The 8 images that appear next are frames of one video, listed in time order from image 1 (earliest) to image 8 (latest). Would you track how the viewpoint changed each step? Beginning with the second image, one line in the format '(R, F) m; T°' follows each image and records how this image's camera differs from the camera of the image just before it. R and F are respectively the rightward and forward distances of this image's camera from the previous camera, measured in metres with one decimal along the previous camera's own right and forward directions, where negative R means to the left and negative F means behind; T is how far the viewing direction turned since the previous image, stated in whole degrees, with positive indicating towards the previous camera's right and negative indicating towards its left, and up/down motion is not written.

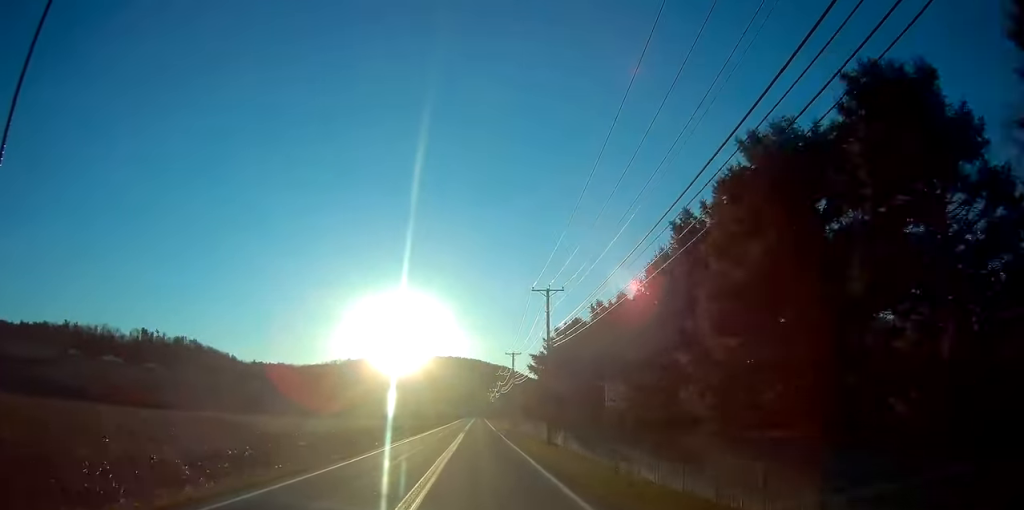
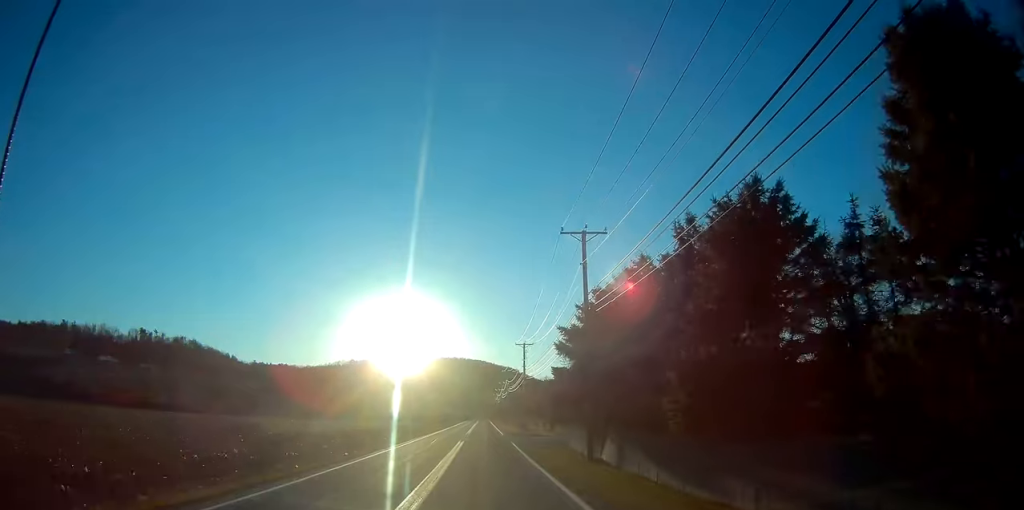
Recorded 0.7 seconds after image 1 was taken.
(+0.3, +14.3) m; 0°
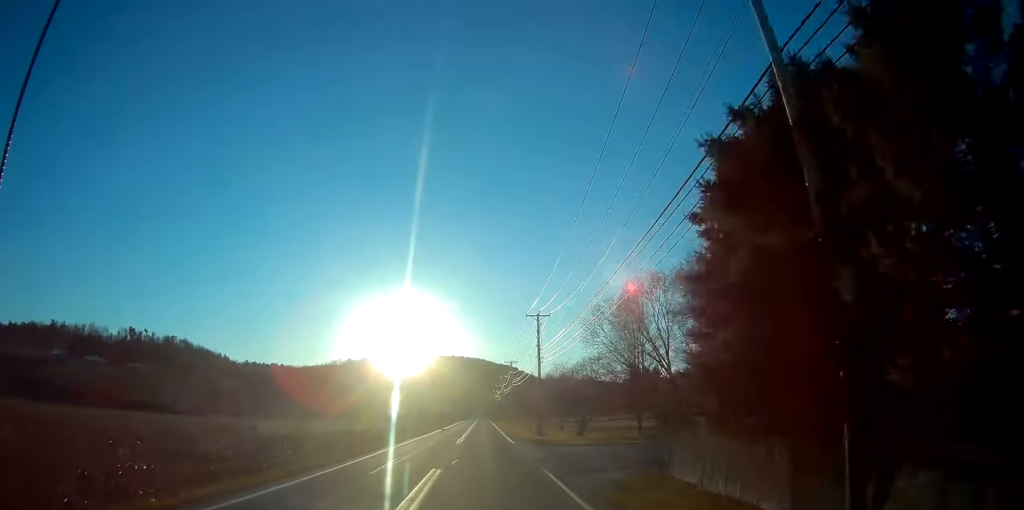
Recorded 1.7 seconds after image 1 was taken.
(-0.1, +21.1) m; 0°
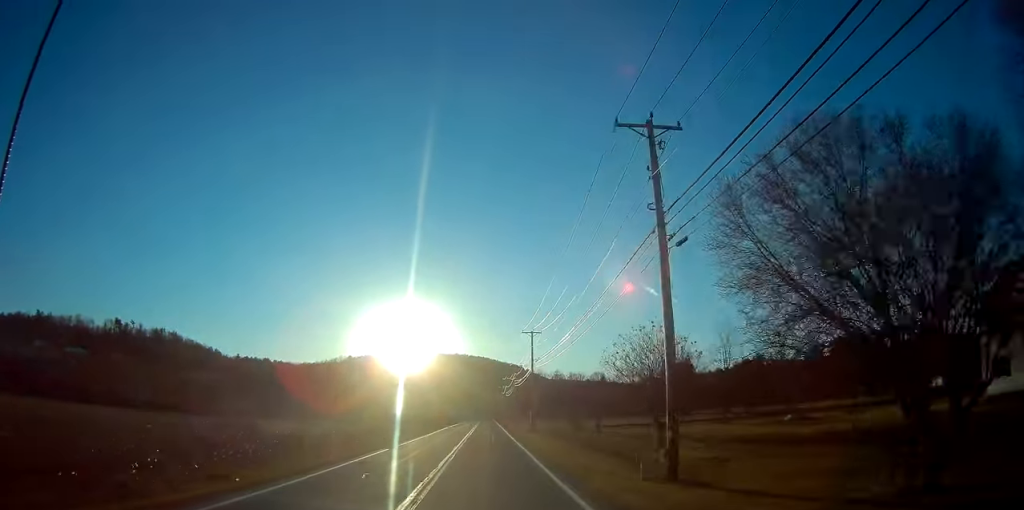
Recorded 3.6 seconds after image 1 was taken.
(0.0, +38.7) m; -1°
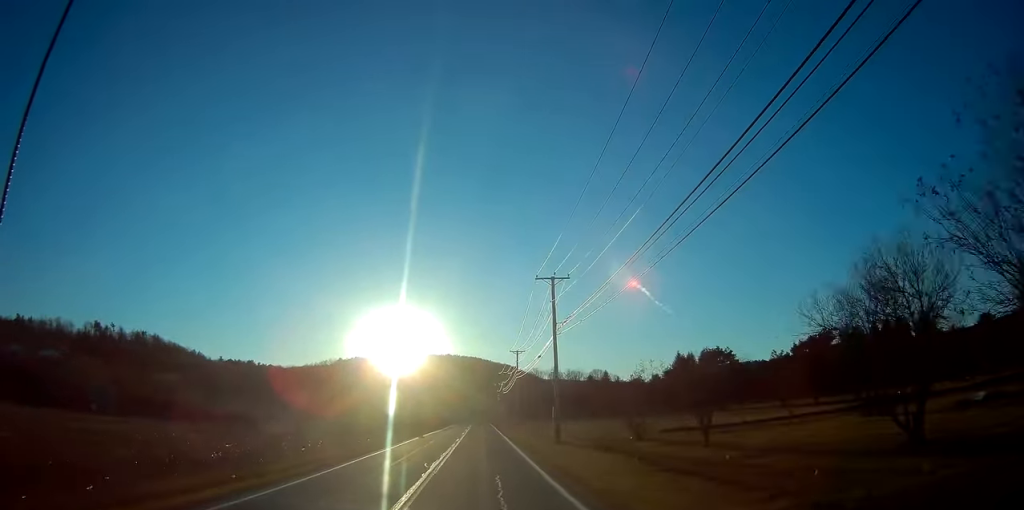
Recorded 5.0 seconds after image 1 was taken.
(-0.3, +27.6) m; +1°
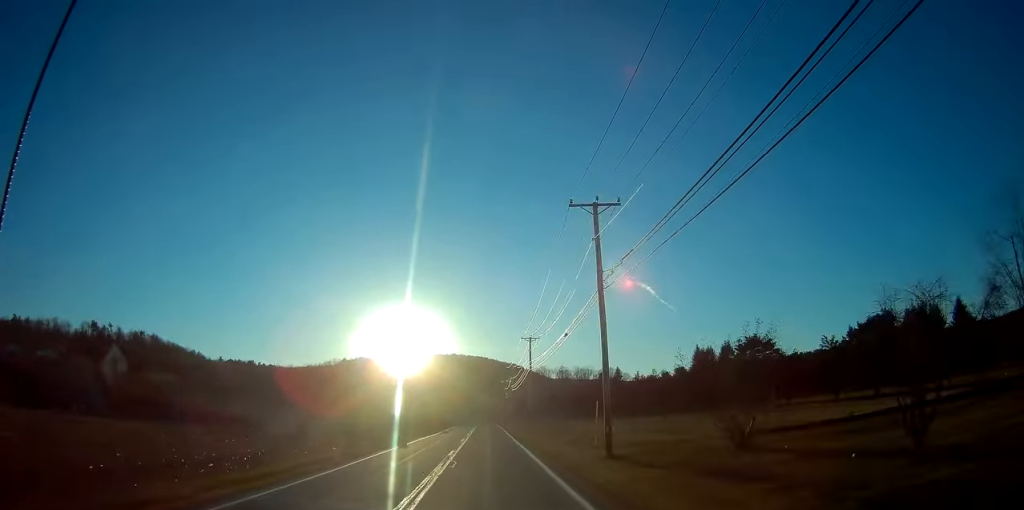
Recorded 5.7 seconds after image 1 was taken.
(+0.3, +14.6) m; +1°
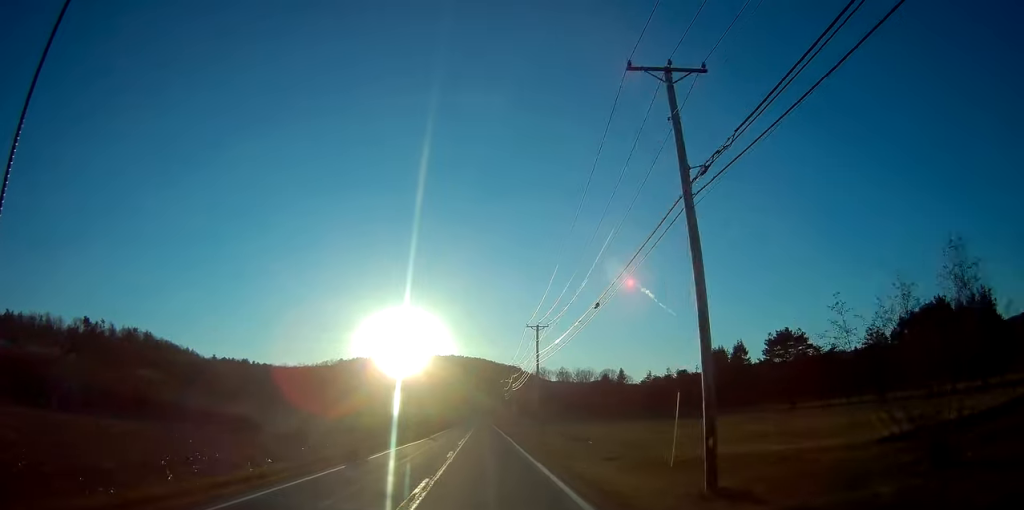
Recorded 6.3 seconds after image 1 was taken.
(+0.1, +11.9) m; 0°
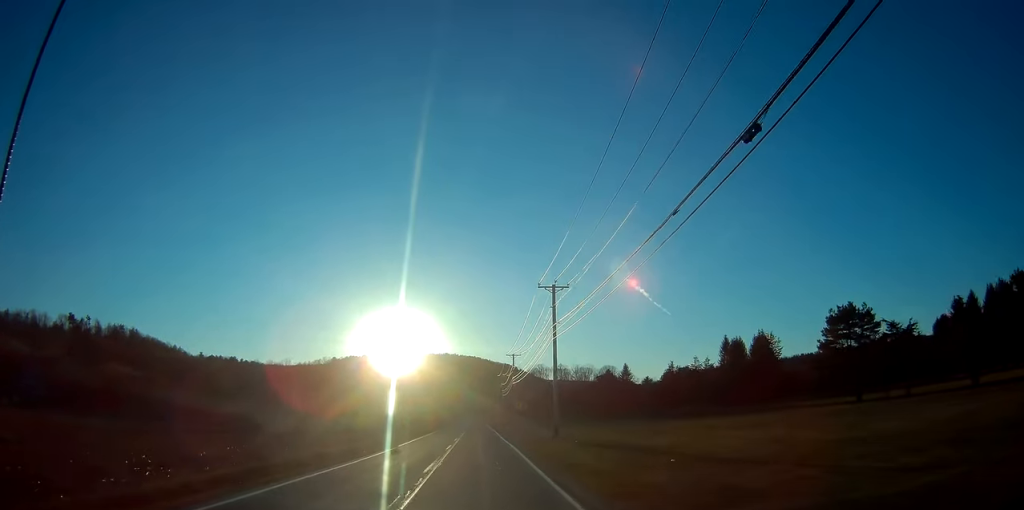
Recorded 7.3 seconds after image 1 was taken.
(-0.1, +19.2) m; -1°
